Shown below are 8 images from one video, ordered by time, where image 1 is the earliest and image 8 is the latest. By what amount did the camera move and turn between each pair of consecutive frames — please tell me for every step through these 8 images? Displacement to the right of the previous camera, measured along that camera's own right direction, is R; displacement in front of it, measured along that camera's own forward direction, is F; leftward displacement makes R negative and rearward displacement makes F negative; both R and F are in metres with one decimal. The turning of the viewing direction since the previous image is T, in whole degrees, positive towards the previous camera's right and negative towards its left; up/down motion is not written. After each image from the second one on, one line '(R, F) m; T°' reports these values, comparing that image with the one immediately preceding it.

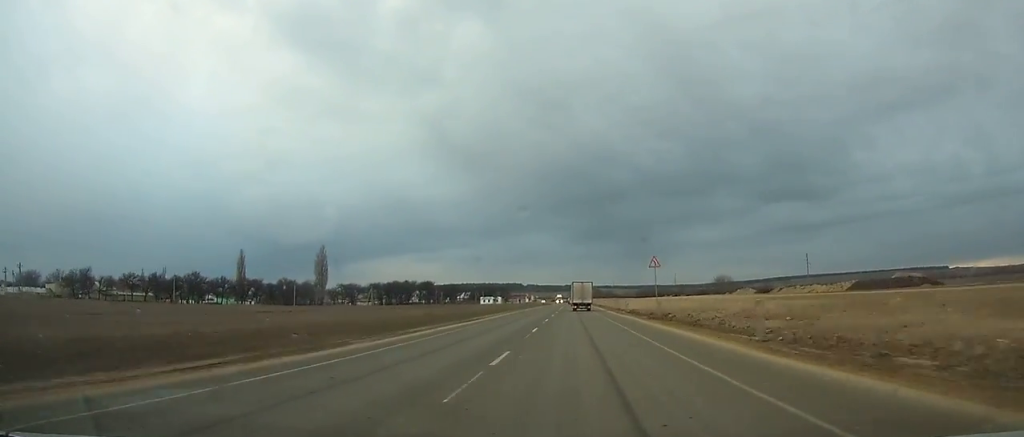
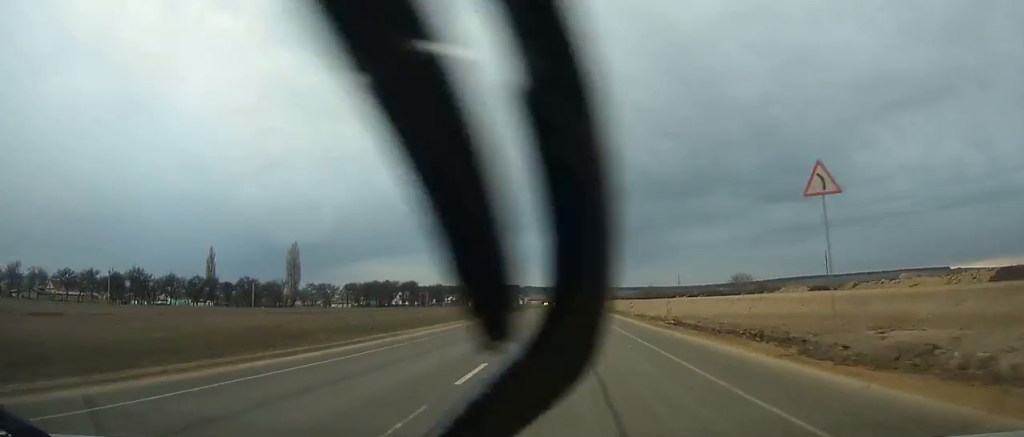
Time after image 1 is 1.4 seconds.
(0.0, +26.8) m; 0°
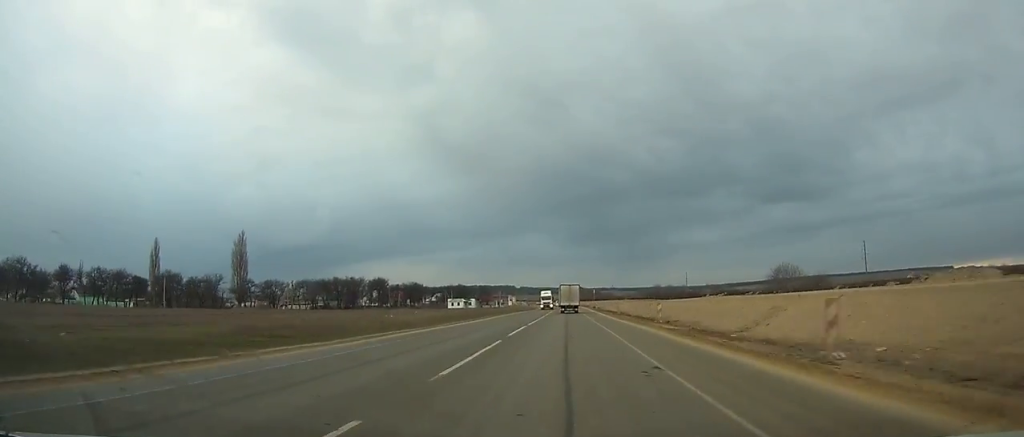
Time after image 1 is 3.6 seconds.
(+0.1, +42.4) m; 0°
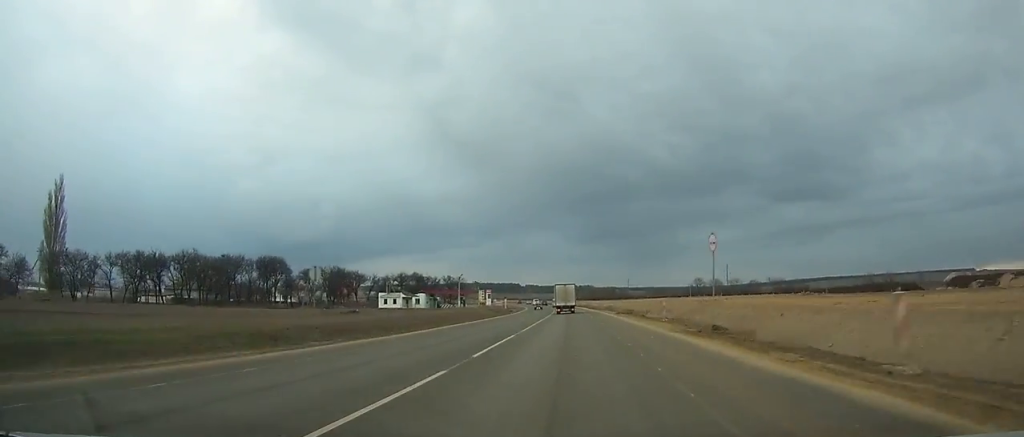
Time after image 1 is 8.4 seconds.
(-0.4, +92.9) m; -1°
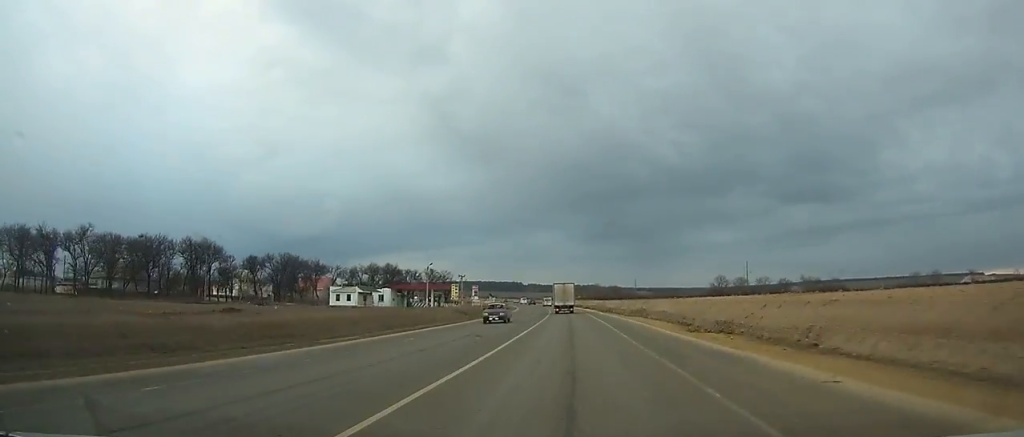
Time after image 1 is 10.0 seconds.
(+0.1, +30.9) m; -1°
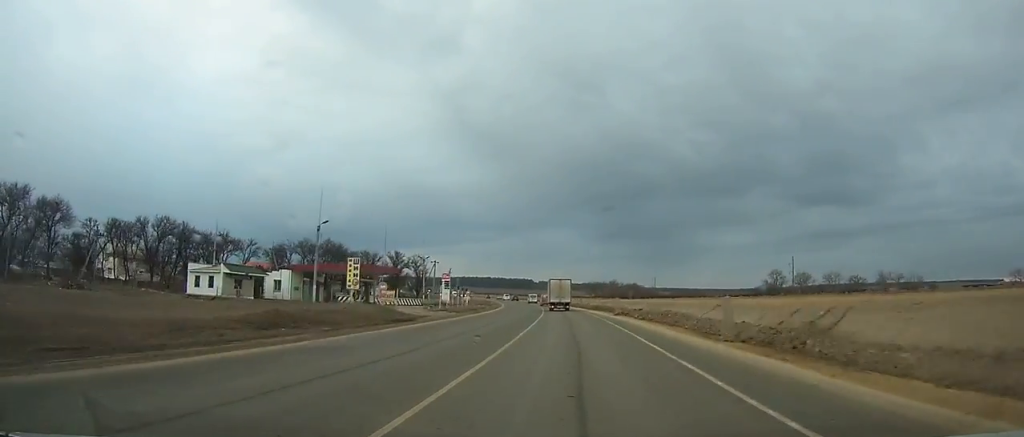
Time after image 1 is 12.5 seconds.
(-0.6, +47.9) m; -2°
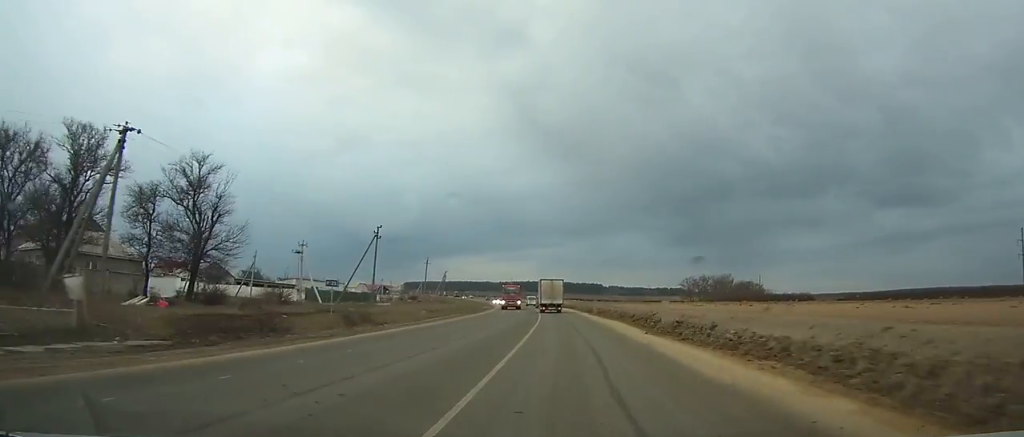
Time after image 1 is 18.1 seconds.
(-6.1, +104.0) m; -7°
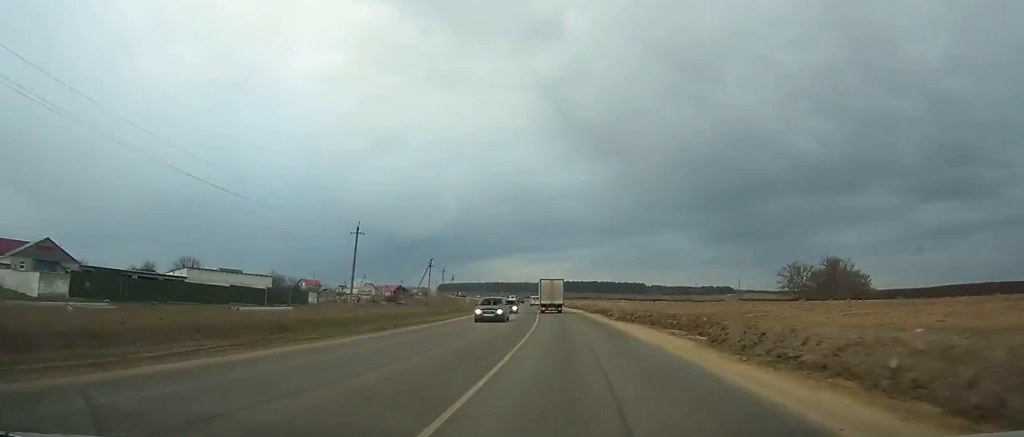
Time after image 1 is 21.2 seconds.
(-1.6, +55.7) m; -3°
